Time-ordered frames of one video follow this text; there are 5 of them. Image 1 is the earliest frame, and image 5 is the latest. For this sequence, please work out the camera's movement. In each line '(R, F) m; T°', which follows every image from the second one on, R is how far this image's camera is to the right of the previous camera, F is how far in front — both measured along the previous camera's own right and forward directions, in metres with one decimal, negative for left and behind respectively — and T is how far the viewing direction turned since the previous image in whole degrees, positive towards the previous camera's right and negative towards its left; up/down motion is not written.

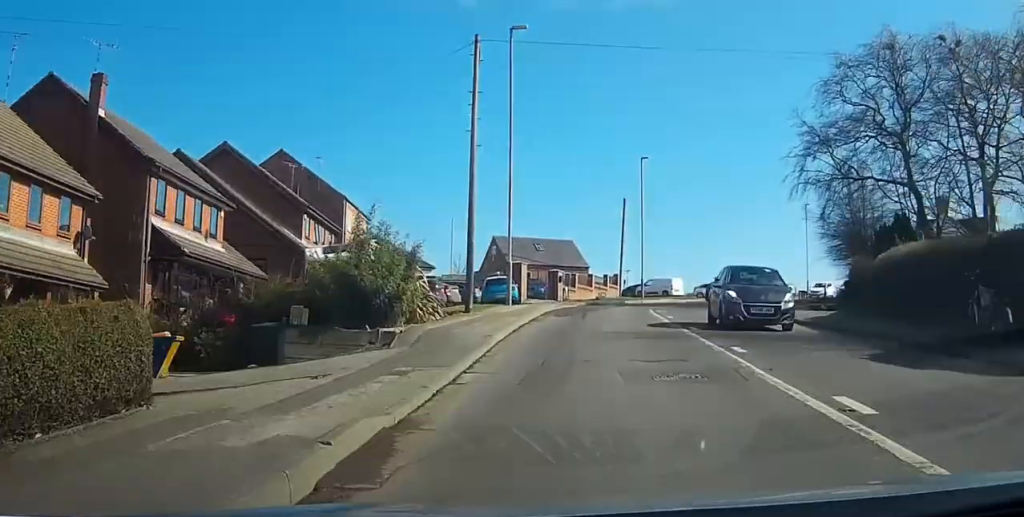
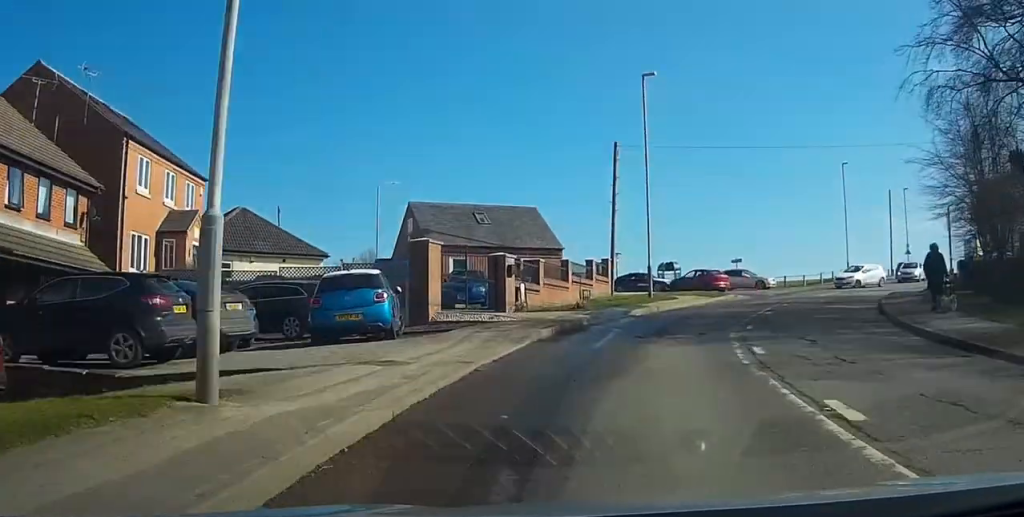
(0.0, +24.2) m; +2°
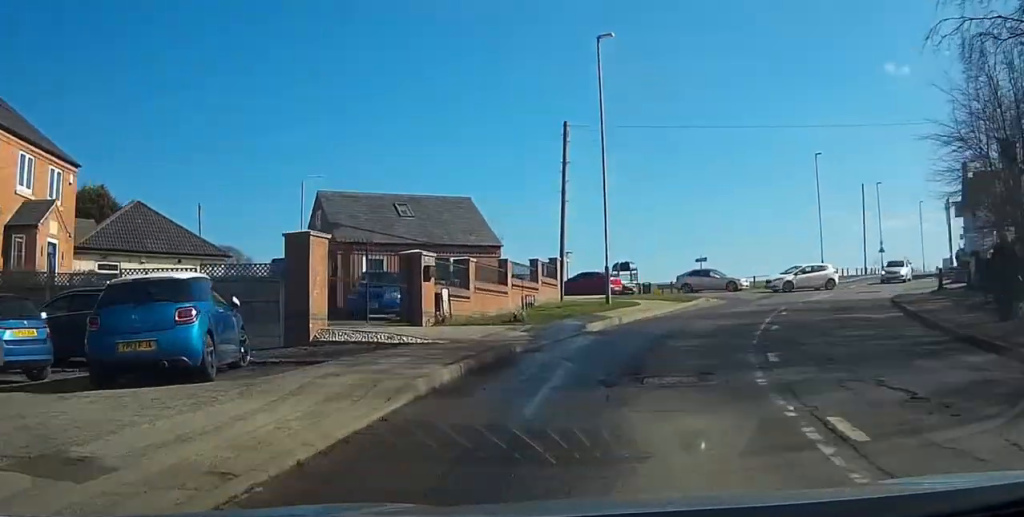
(+0.2, +6.9) m; +2°
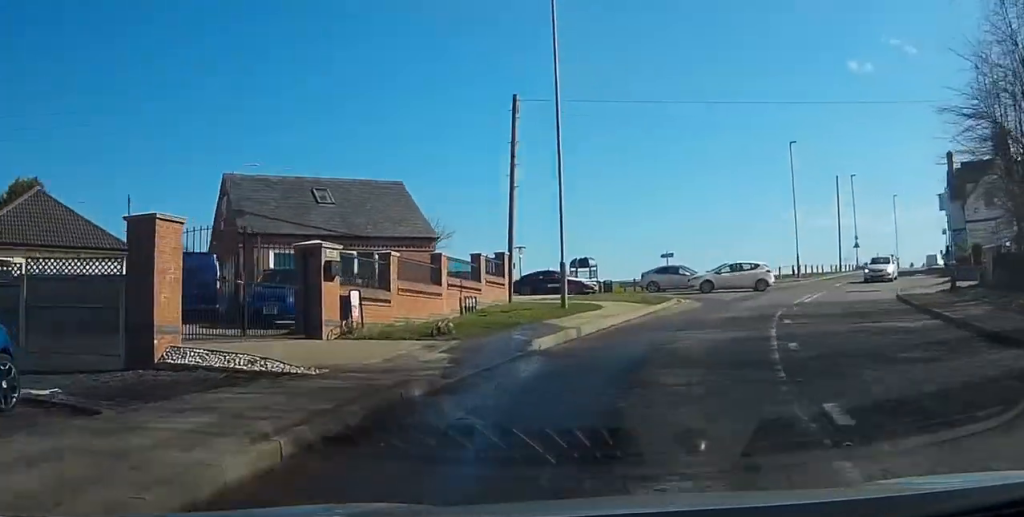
(+0.1, +5.3) m; +2°
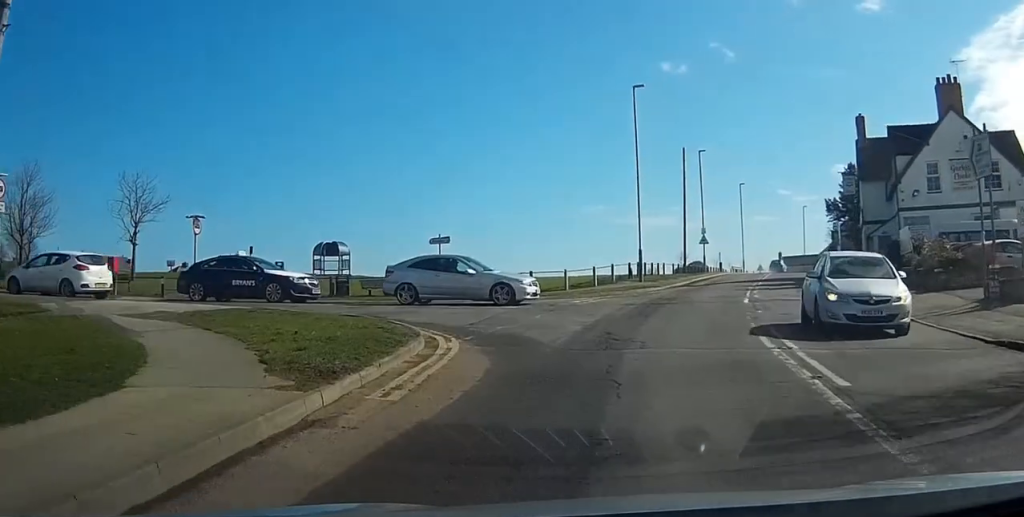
(+1.6, +21.2) m; +11°
